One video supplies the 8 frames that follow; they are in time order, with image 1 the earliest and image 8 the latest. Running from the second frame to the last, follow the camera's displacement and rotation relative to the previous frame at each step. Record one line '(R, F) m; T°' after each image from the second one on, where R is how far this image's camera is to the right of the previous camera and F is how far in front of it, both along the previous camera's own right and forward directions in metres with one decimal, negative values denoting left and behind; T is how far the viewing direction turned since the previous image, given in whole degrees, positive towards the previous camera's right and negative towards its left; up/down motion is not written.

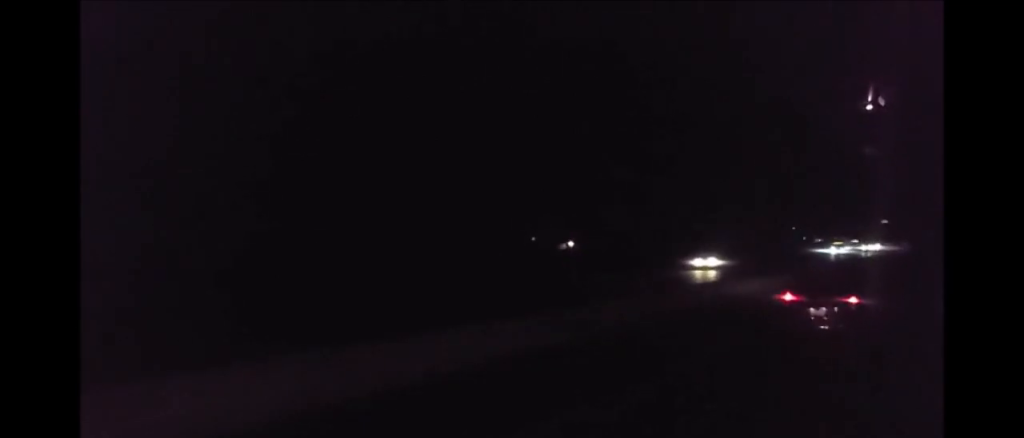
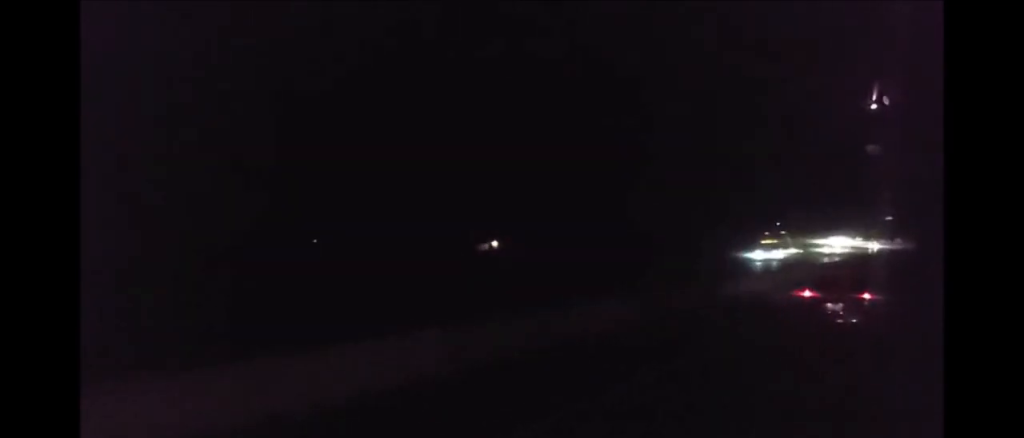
(+0.5, +45.8) m; 0°
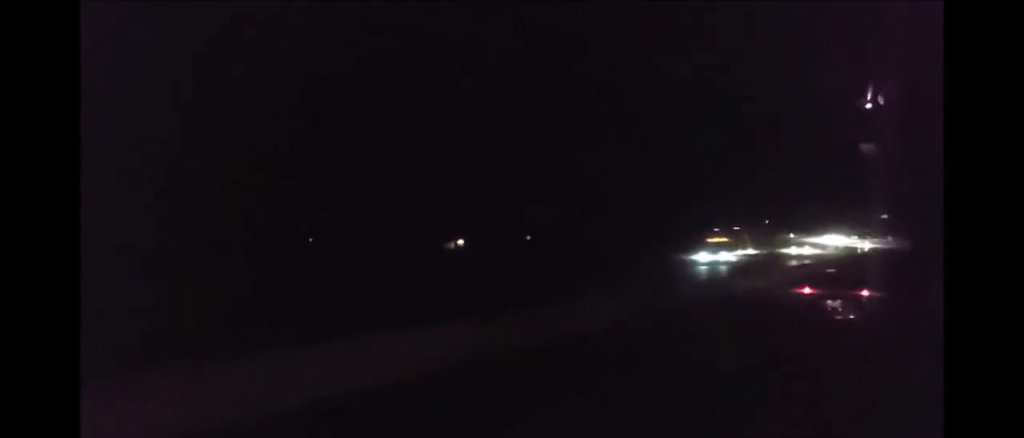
(0.0, +13.2) m; 0°
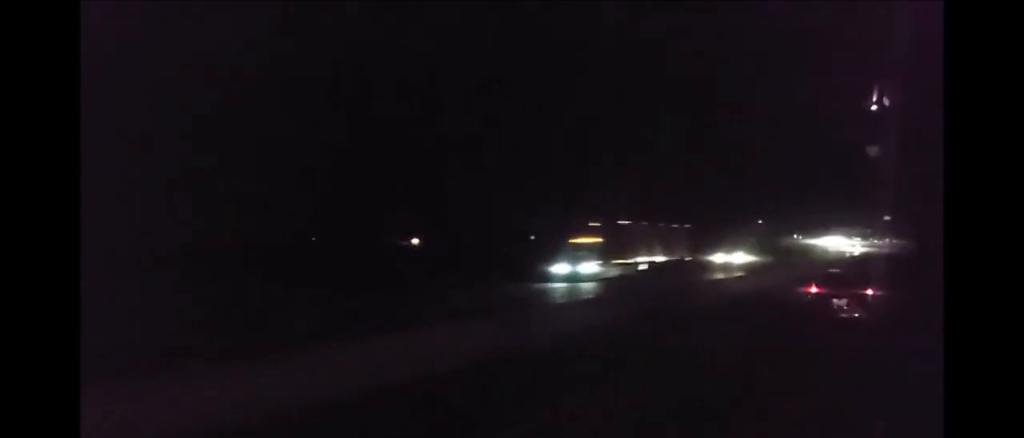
(-0.1, +18.3) m; 0°
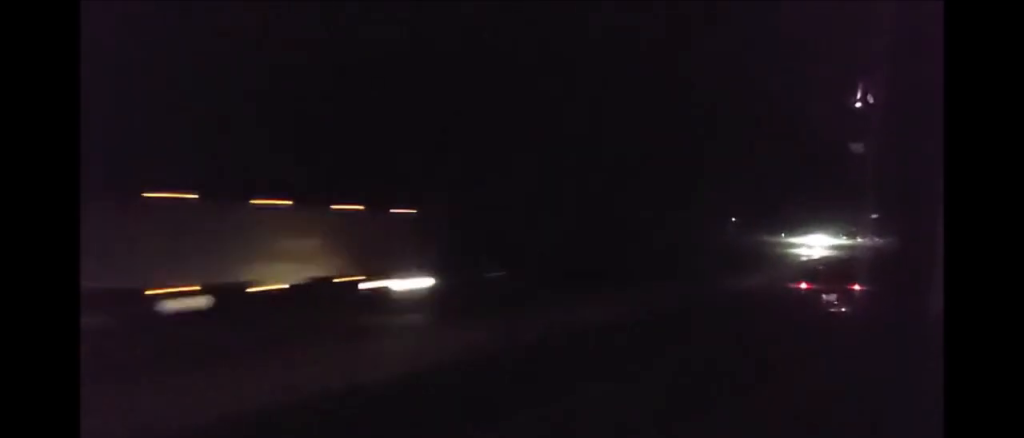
(-0.1, +20.4) m; 0°
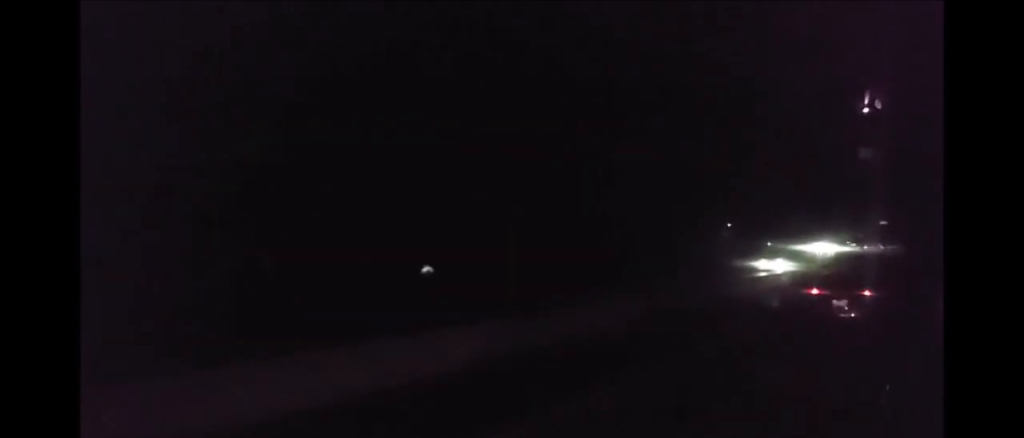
(0.0, +15.4) m; 0°
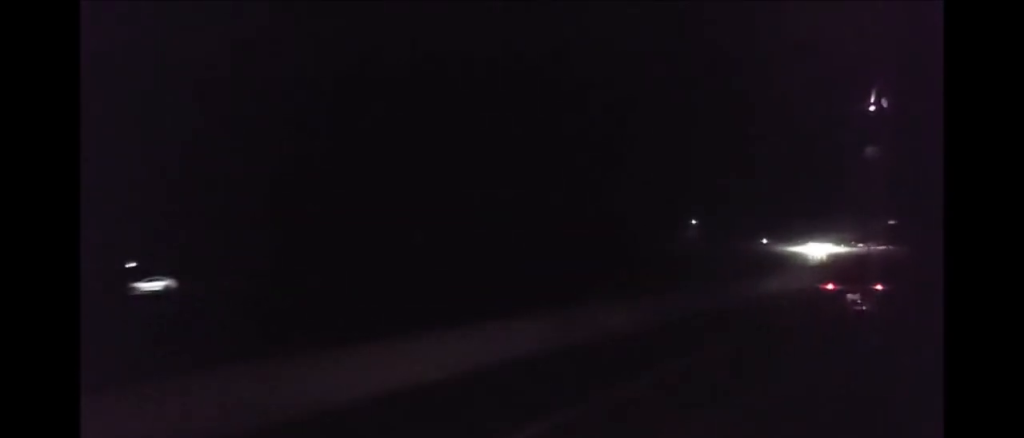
(+0.4, +41.3) m; +1°
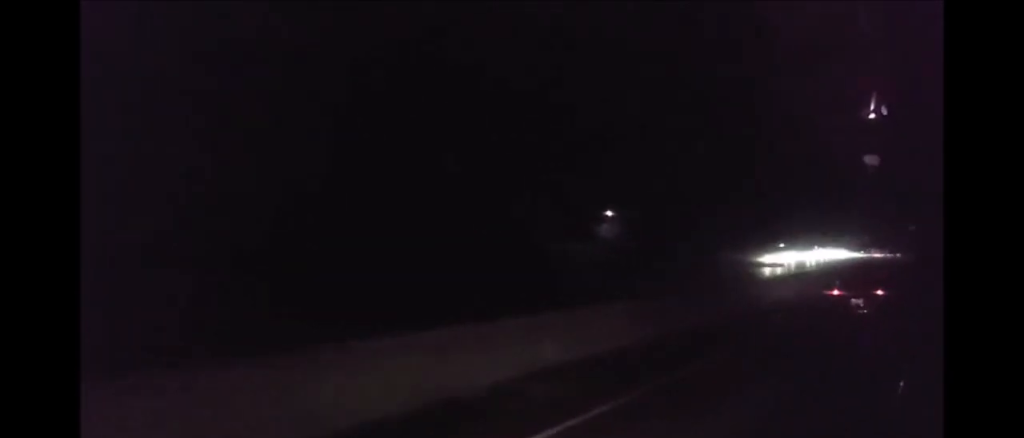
(-1.3, +59.9) m; -3°
